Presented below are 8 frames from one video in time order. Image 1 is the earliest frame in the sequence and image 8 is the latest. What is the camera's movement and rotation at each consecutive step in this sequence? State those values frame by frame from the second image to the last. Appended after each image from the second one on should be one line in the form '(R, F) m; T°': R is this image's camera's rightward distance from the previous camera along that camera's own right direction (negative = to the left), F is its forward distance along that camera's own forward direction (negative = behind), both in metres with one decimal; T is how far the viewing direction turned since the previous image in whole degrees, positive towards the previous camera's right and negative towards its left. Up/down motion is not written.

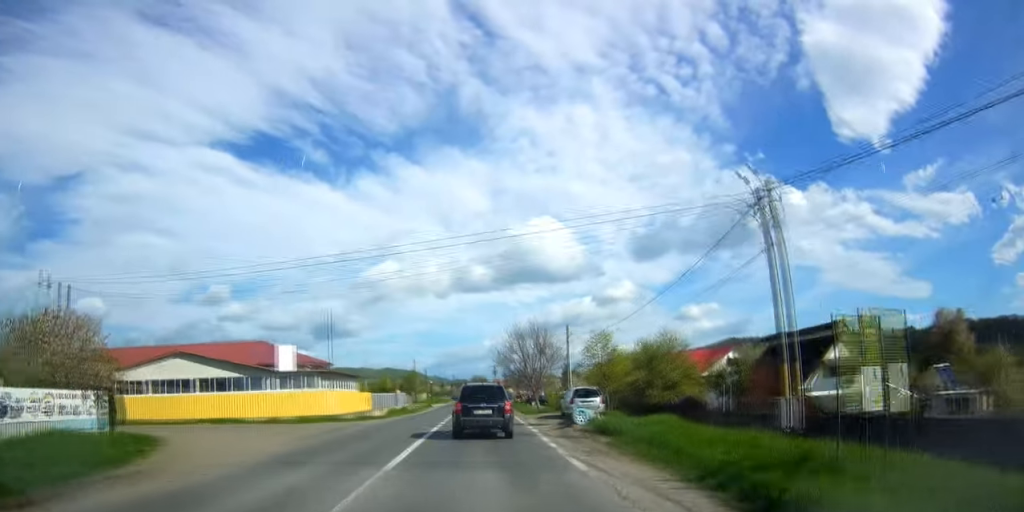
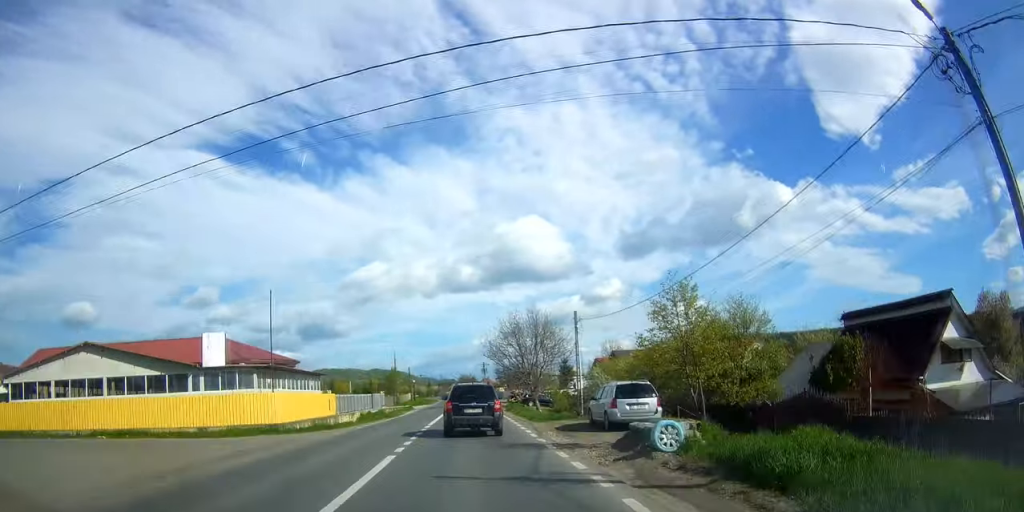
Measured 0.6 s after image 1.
(+0.3, +10.8) m; +1°
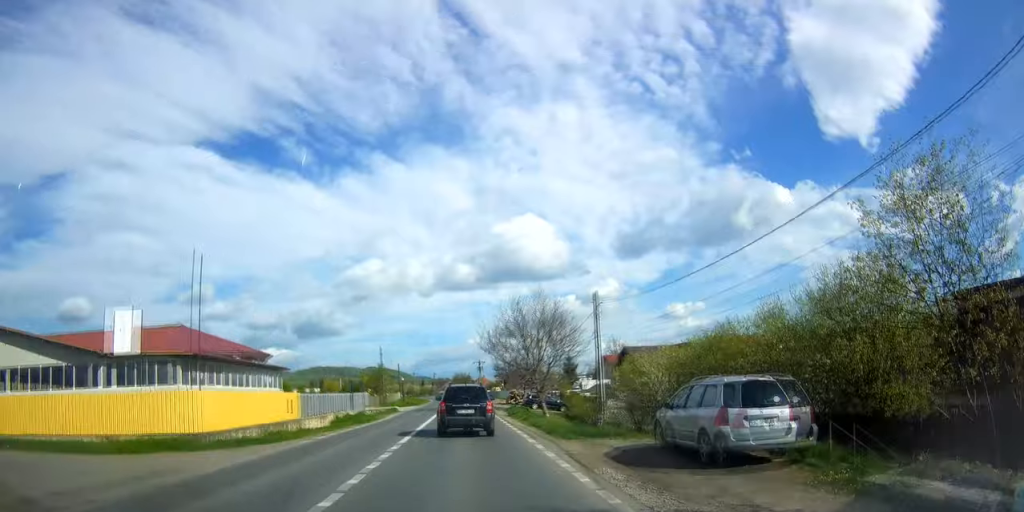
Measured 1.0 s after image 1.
(+0.1, +9.2) m; +1°
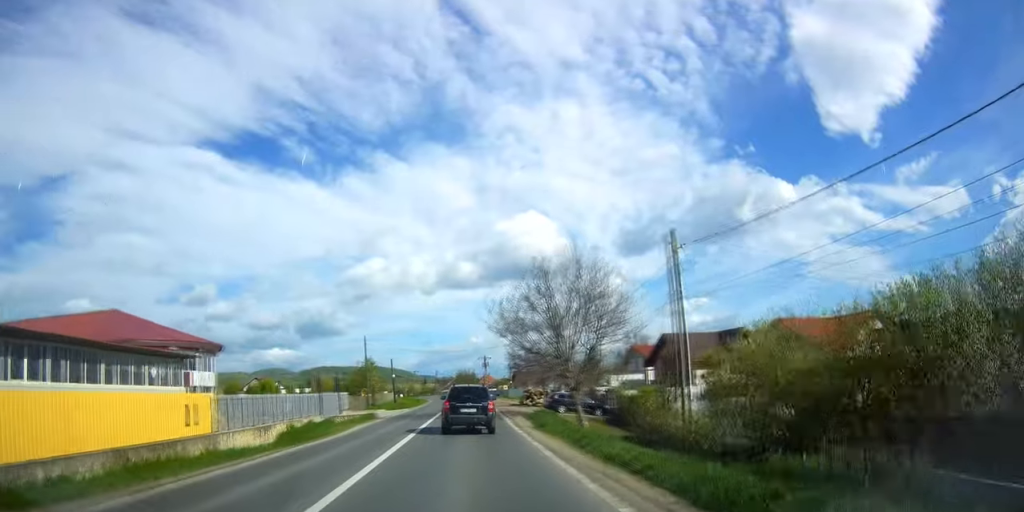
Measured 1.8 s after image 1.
(+0.2, +14.5) m; +1°
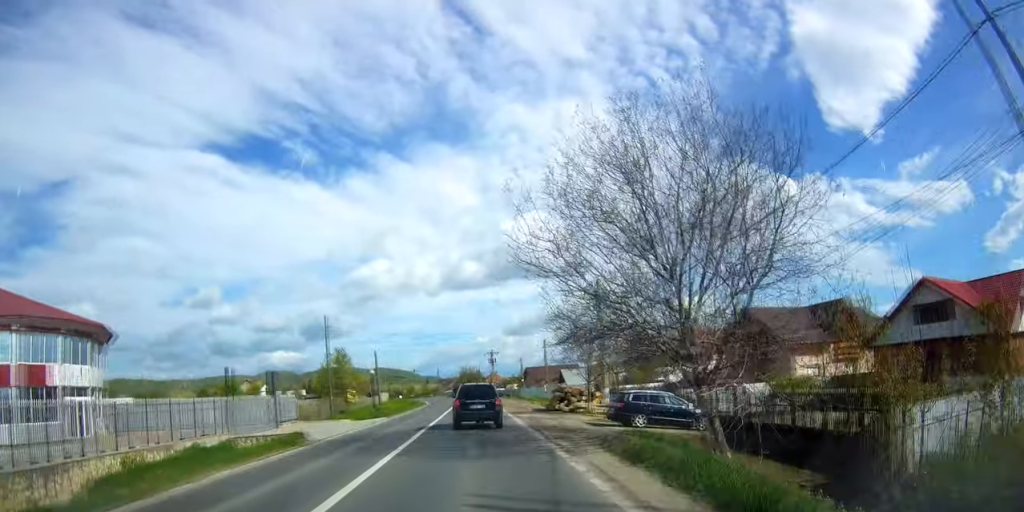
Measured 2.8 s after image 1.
(0.0, +18.9) m; +1°
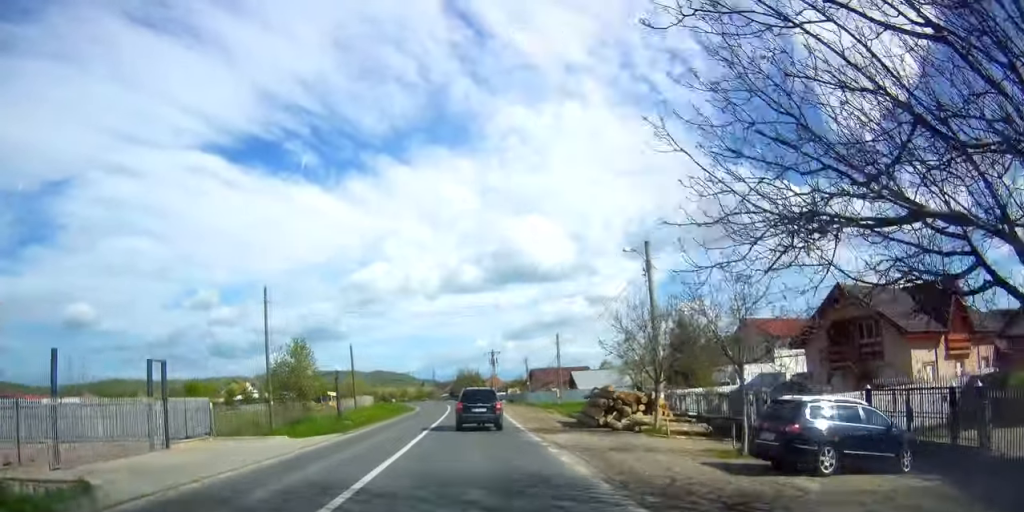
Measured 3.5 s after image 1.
(+0.1, +13.5) m; 0°
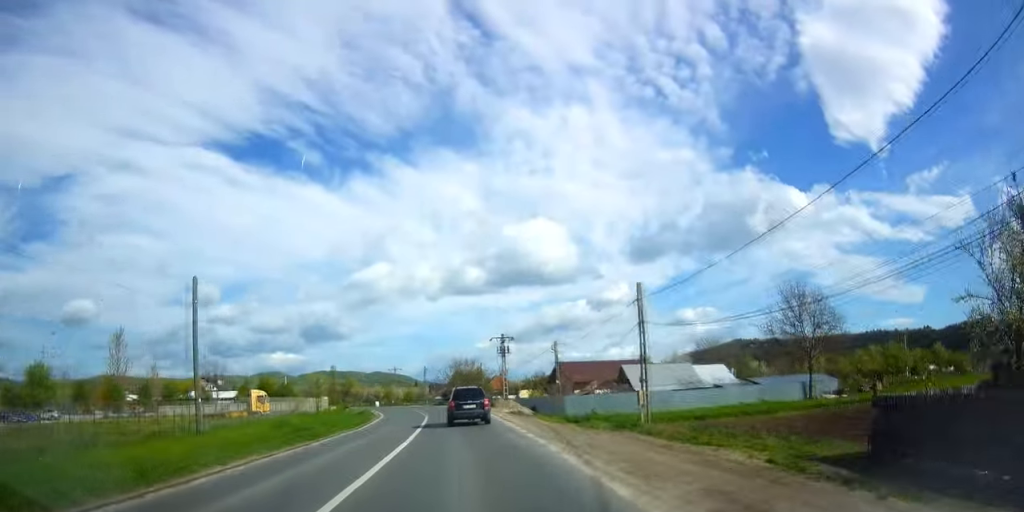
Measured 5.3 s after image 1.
(-0.4, +33.6) m; -1°
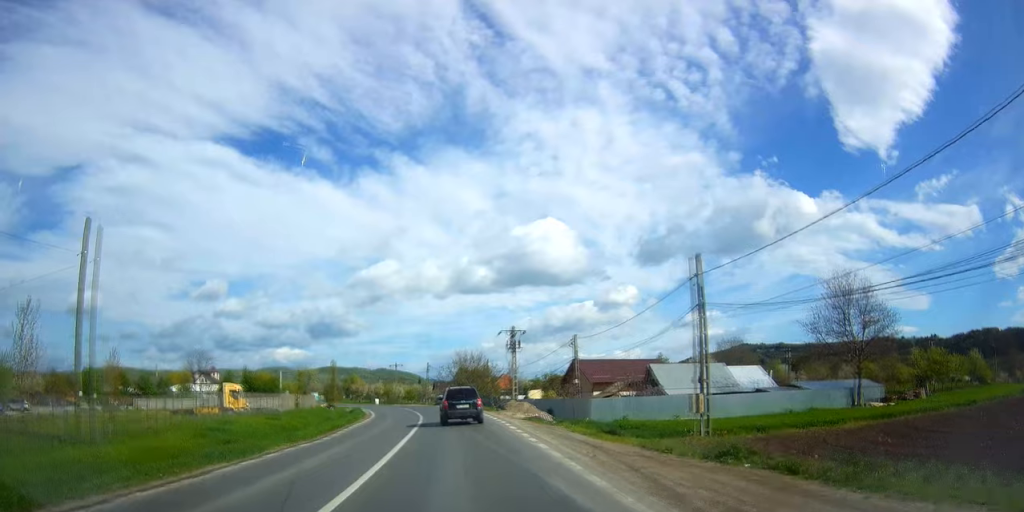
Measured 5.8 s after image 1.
(-0.1, +8.0) m; 0°
